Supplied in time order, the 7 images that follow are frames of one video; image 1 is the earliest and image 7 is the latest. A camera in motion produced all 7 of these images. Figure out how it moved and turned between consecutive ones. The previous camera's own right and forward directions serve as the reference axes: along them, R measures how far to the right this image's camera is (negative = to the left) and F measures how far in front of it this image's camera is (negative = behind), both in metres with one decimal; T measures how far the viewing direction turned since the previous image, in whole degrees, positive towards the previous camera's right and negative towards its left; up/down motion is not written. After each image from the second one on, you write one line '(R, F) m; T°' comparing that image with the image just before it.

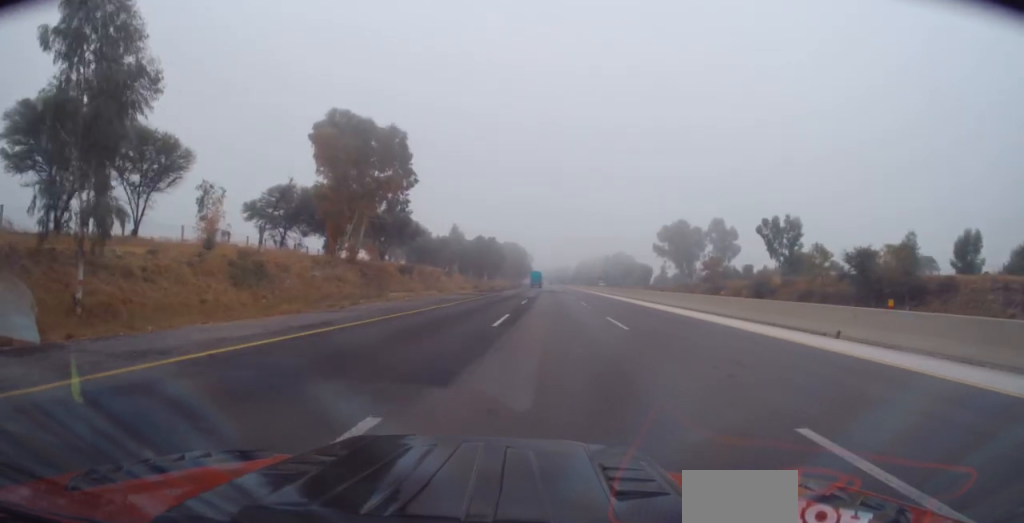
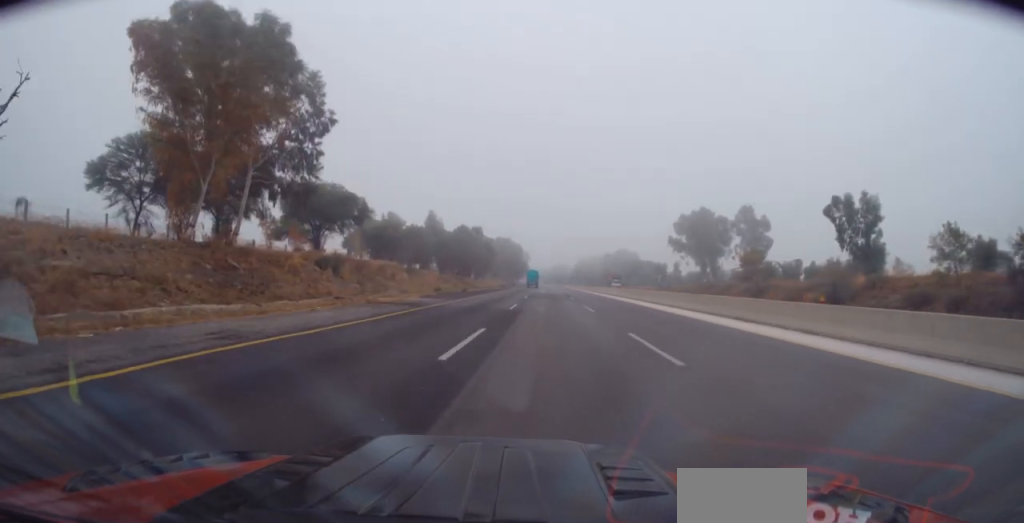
(+0.3, +25.6) m; 0°
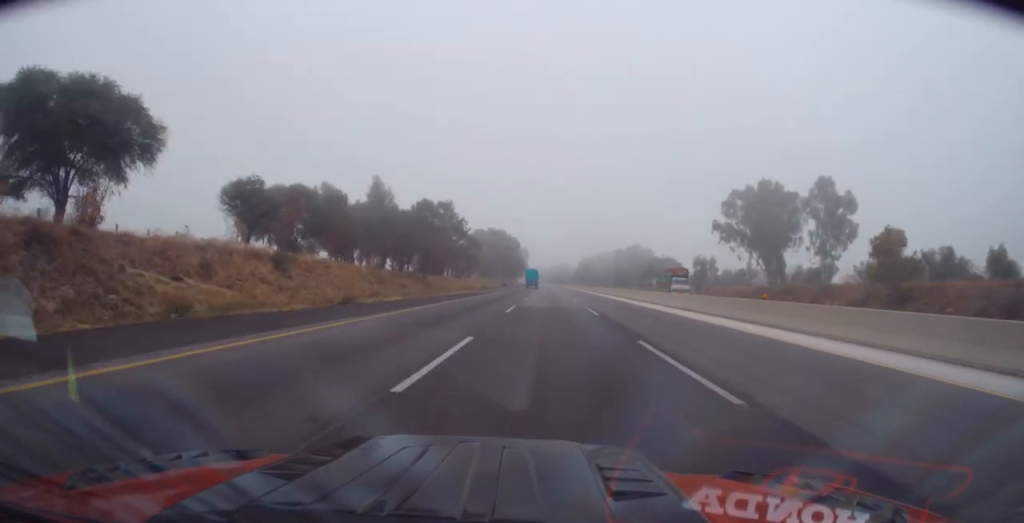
(-0.5, +39.0) m; 0°
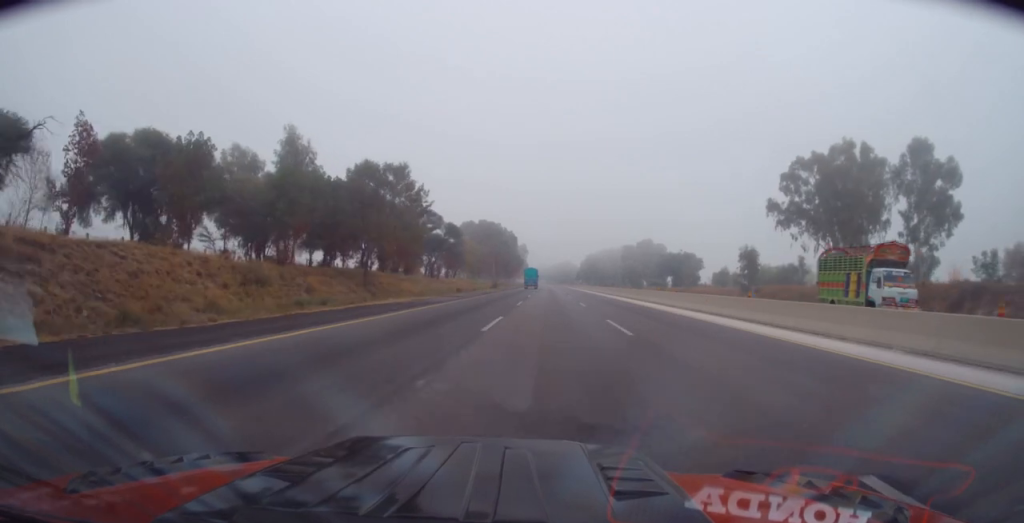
(+0.4, +27.5) m; 0°
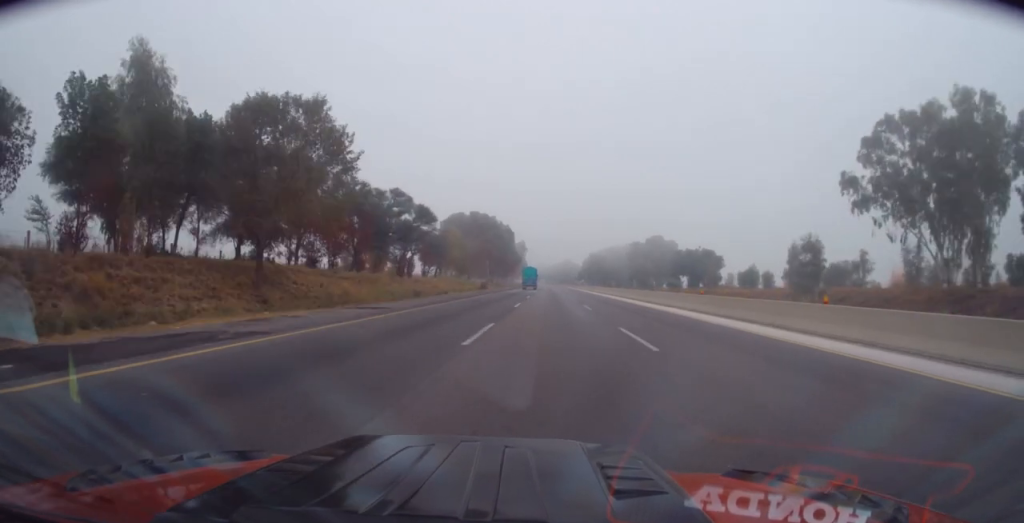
(-0.4, +21.7) m; 0°
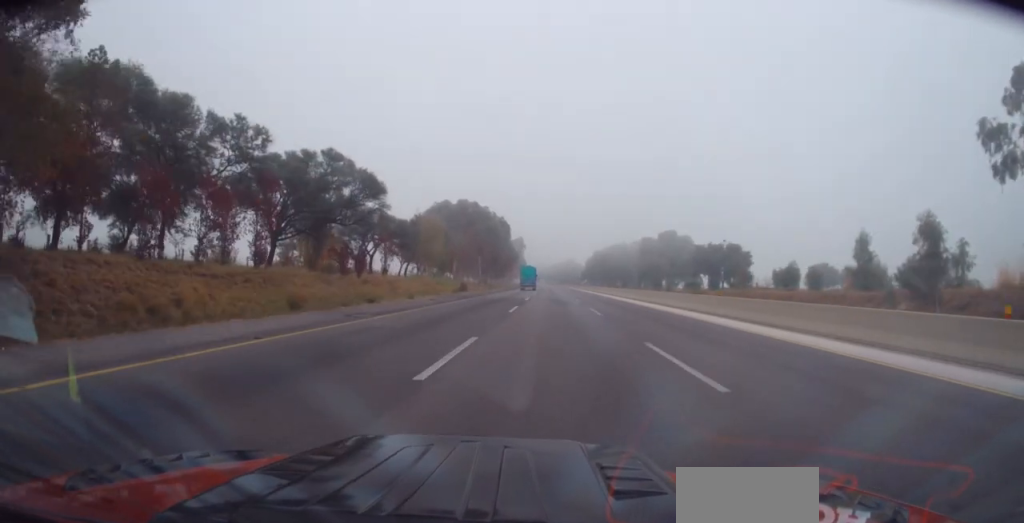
(+0.3, +22.5) m; 0°
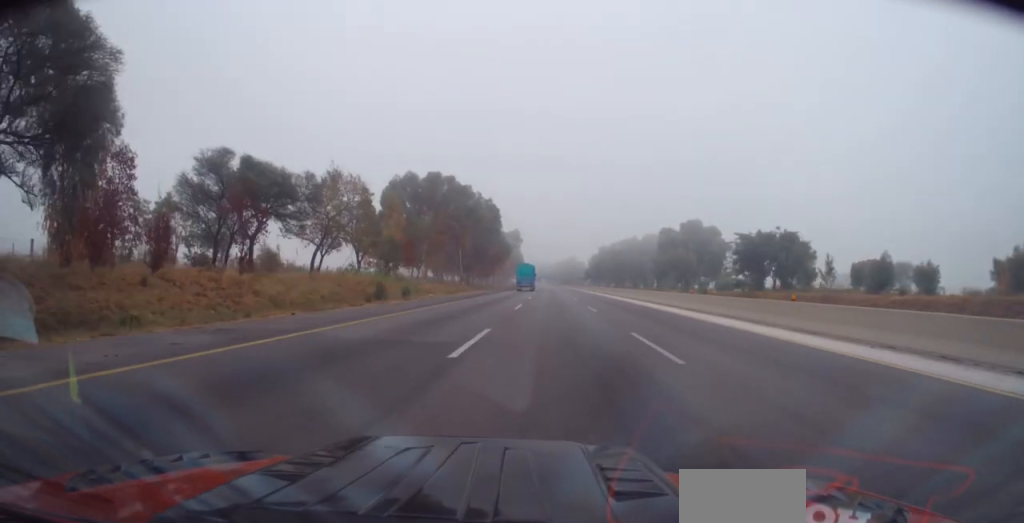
(-0.3, +33.4) m; 0°
